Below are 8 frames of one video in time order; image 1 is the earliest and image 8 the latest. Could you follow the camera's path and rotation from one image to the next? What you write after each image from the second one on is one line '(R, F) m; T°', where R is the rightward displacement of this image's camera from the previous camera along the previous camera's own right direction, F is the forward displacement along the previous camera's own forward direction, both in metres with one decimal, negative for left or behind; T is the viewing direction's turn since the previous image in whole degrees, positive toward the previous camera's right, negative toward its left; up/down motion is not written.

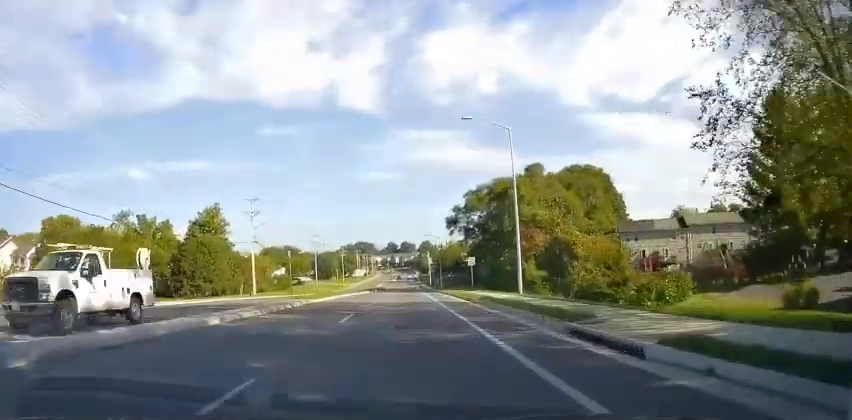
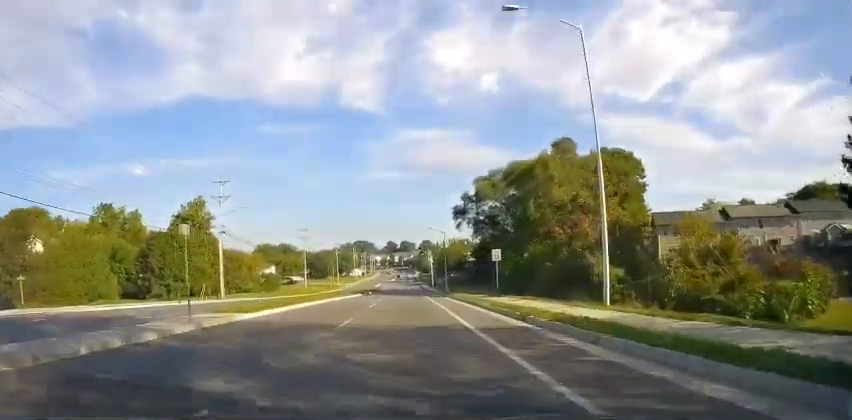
(0.0, +13.1) m; -1°
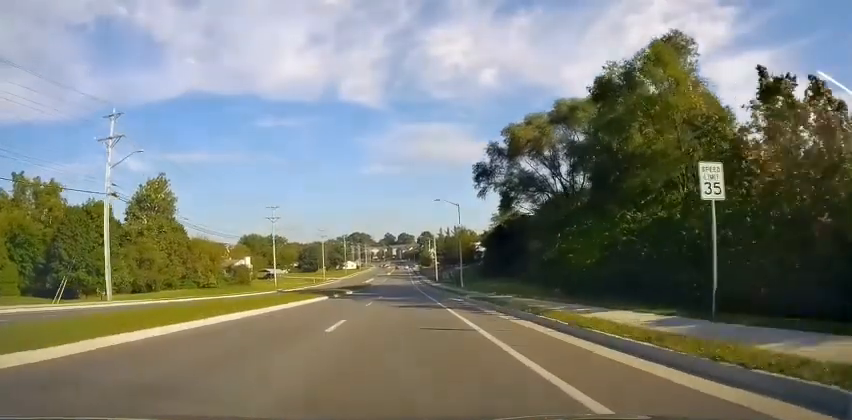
(-0.1, +24.7) m; +1°
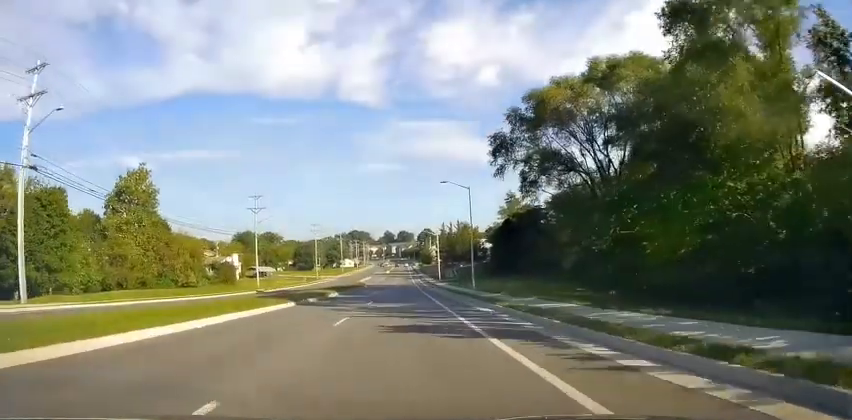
(+0.1, +10.3) m; 0°
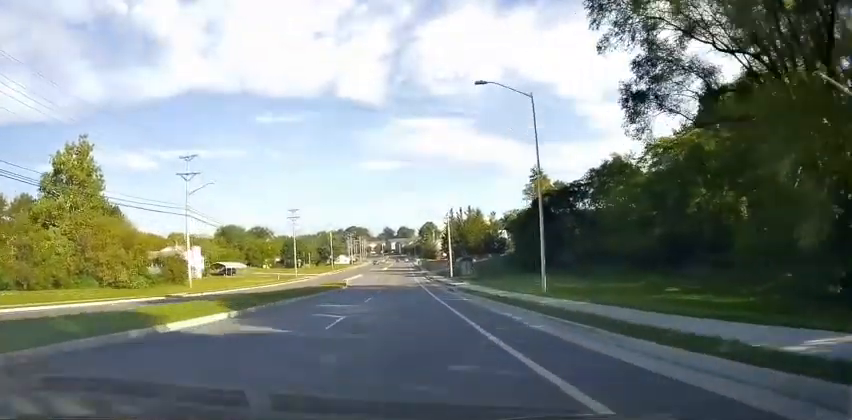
(0.0, +25.0) m; 0°
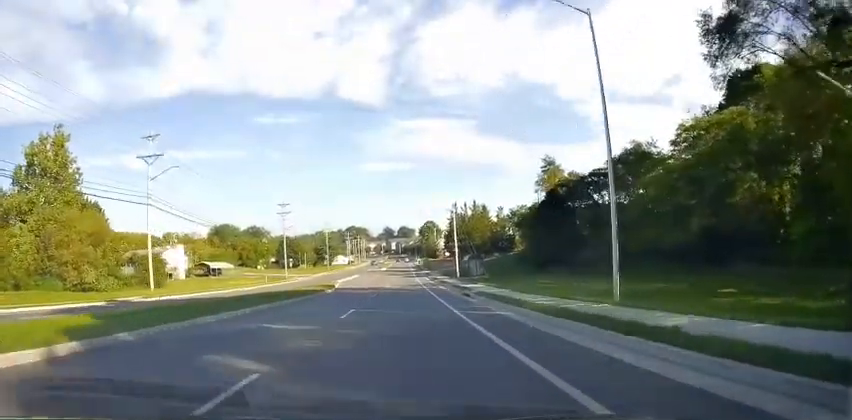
(0.0, +8.7) m; 0°
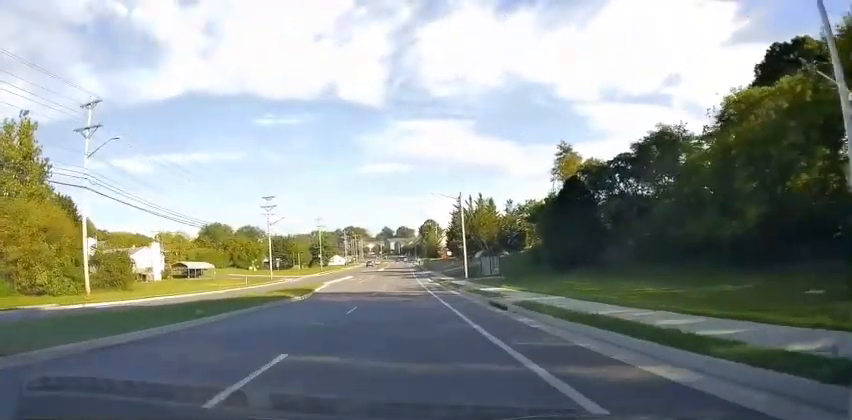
(0.0, +10.1) m; 0°
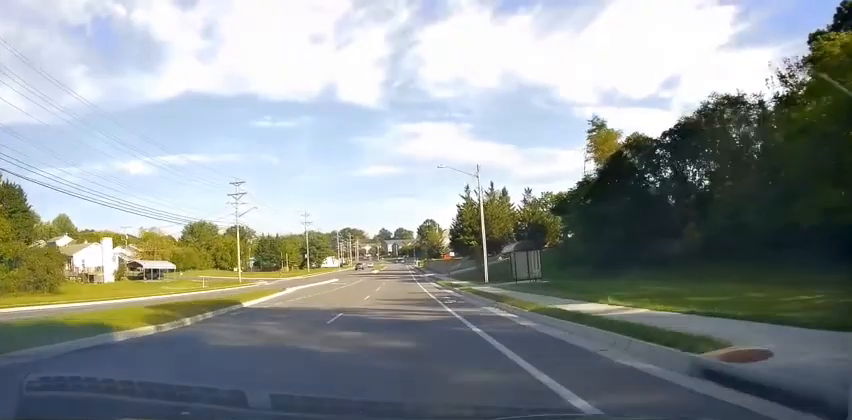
(0.0, +15.5) m; 0°
